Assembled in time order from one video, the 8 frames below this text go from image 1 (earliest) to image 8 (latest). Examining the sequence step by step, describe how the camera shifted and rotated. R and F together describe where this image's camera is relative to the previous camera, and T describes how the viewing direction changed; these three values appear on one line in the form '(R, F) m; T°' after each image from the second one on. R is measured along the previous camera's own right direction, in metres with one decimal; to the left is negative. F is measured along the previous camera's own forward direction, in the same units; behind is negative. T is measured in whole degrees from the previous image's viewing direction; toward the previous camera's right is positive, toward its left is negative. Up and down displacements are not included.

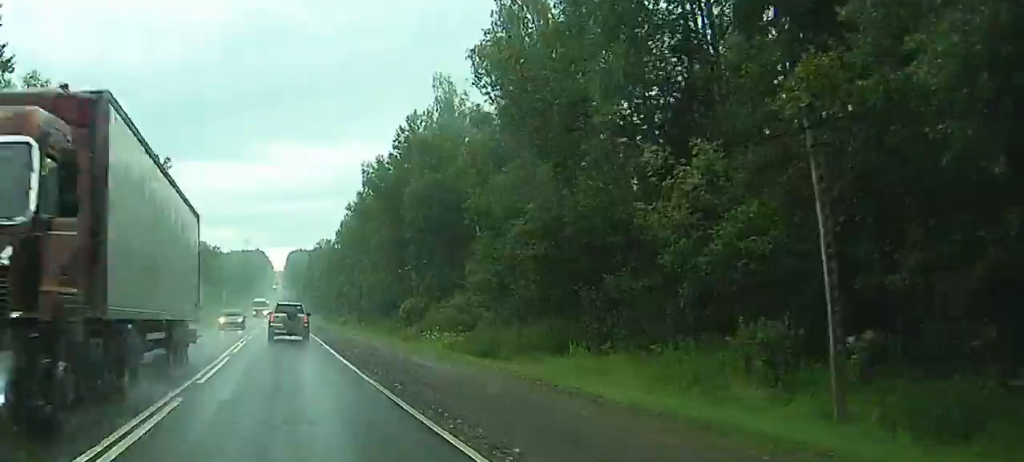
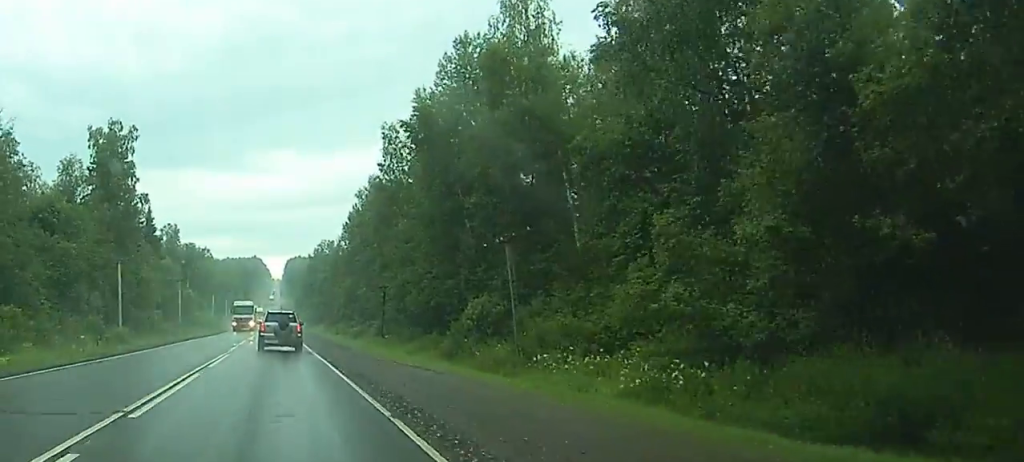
(+0.5, +29.4) m; +2°
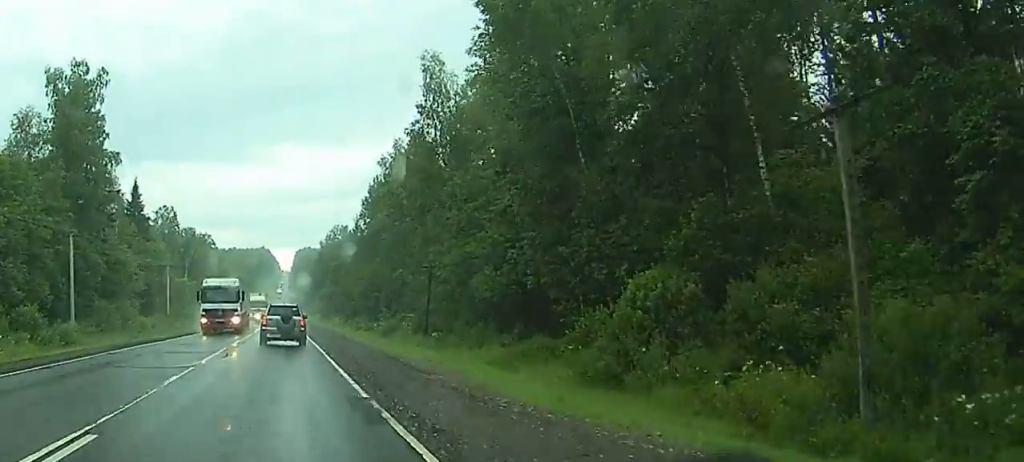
(0.0, +22.9) m; -1°
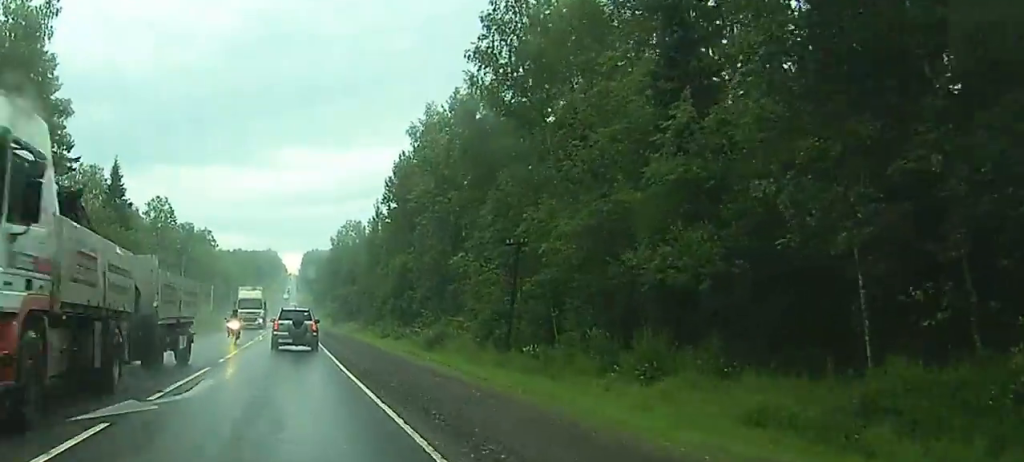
(-0.3, +21.8) m; -1°
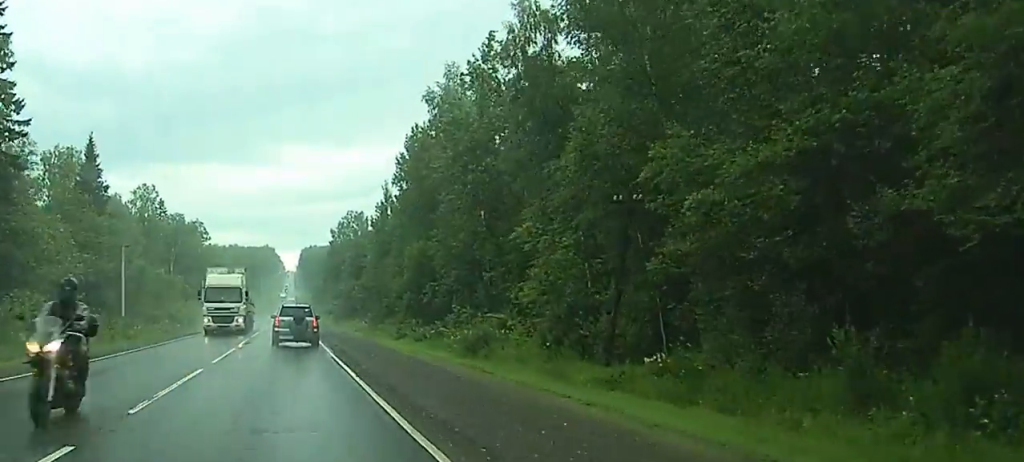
(0.0, +13.7) m; 0°
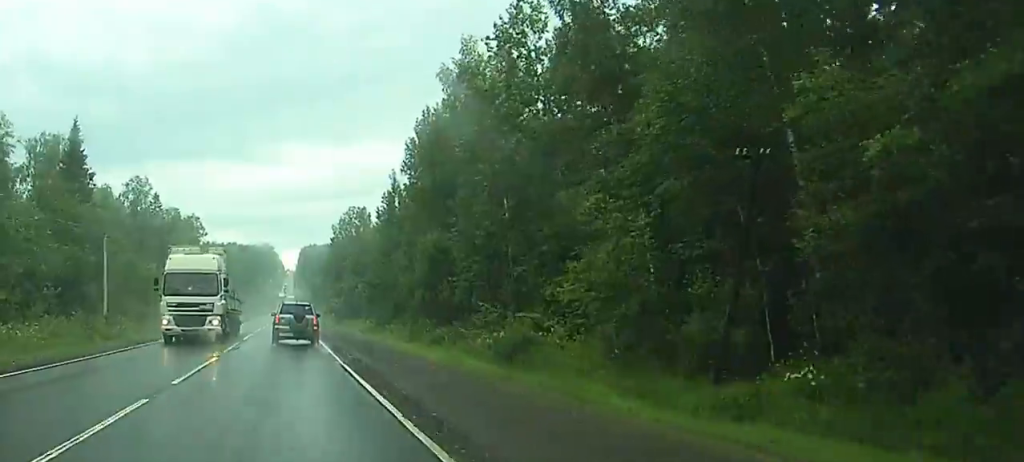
(0.0, +7.7) m; +1°
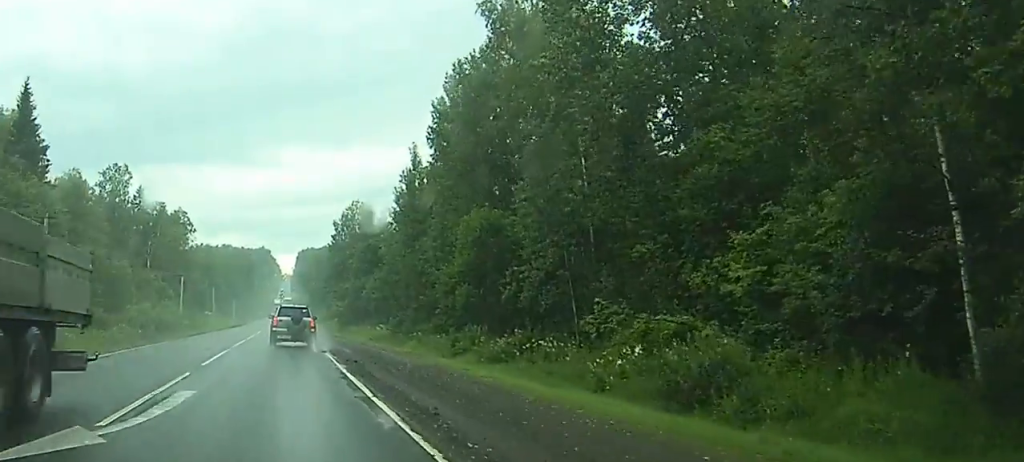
(+0.3, +17.7) m; +1°
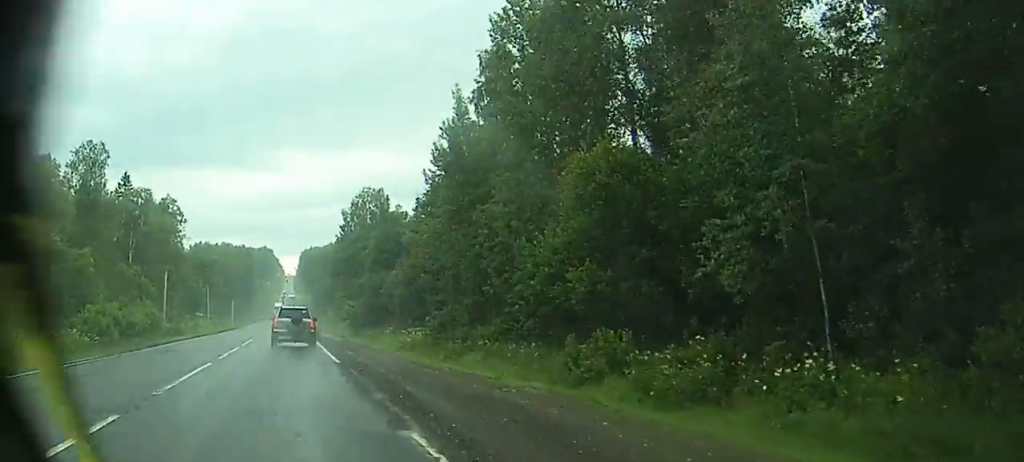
(-0.2, +20.1) m; -2°
